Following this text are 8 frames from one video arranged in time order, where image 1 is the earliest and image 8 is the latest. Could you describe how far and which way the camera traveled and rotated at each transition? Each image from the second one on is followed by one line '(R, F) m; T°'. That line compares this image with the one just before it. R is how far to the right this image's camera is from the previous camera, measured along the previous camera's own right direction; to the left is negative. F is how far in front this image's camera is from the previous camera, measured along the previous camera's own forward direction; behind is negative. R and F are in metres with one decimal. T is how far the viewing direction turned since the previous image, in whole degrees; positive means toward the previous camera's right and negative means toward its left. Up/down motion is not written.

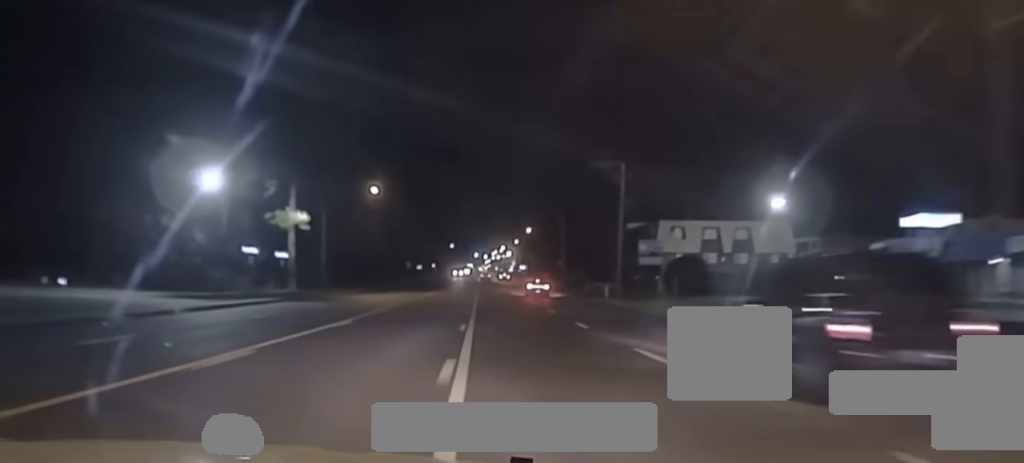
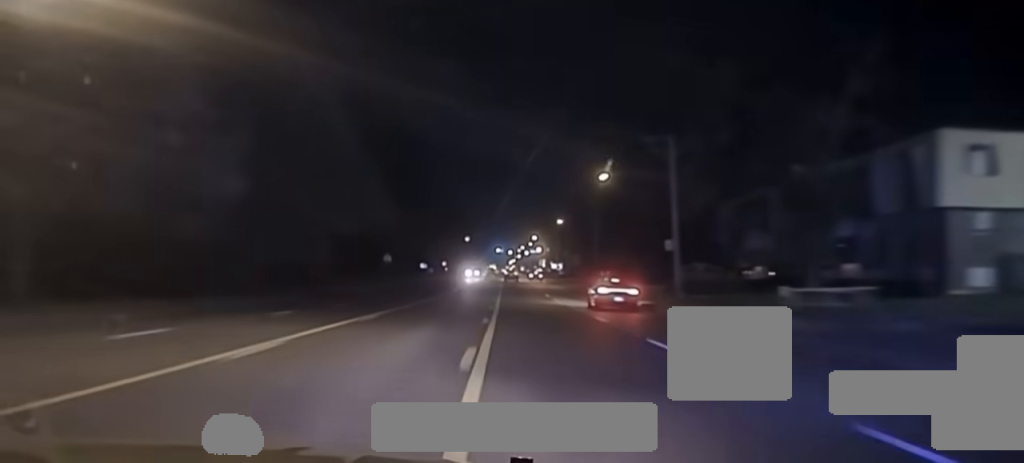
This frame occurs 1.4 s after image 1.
(-0.7, +62.6) m; -1°
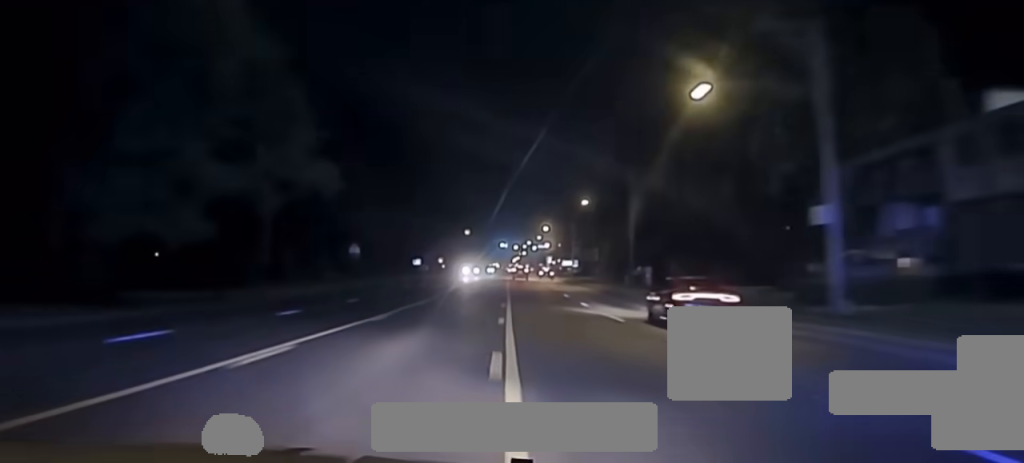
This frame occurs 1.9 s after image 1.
(-0.1, +25.3) m; 0°
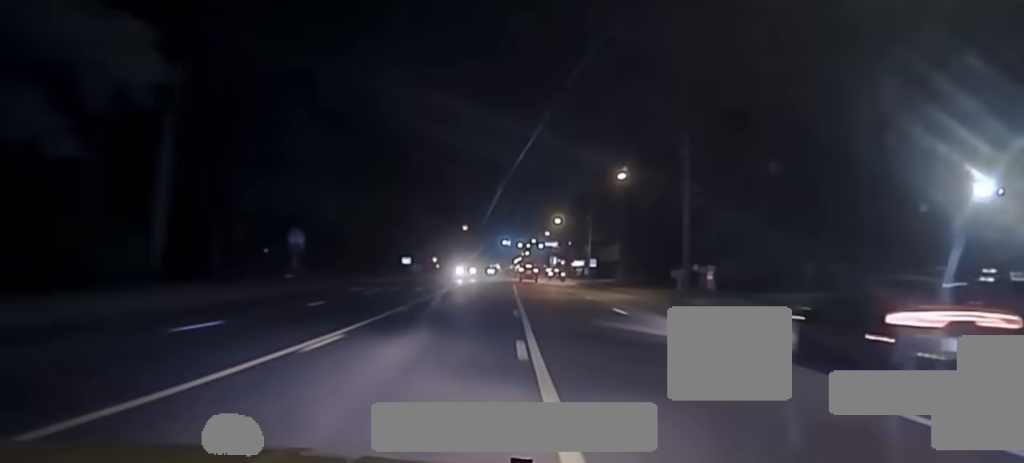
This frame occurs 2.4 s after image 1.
(0.0, +20.0) m; 0°
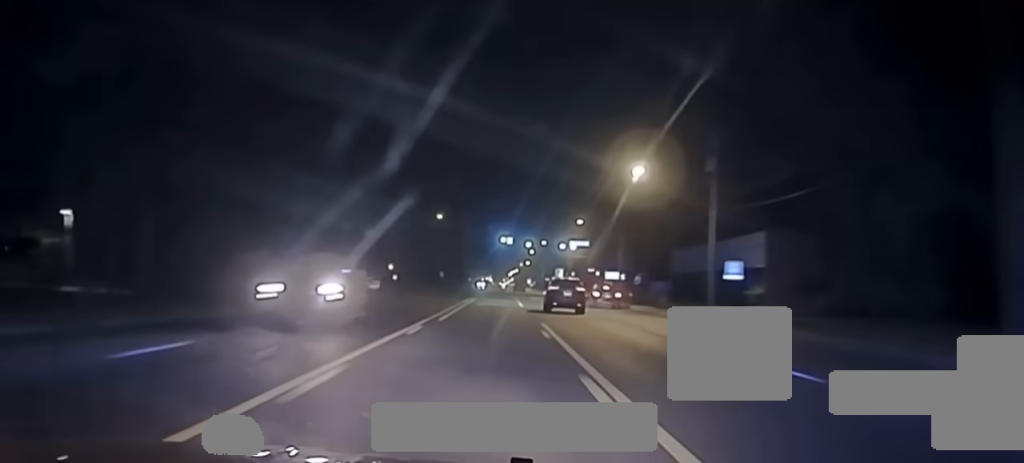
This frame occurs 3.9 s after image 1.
(+0.3, +59.0) m; +1°
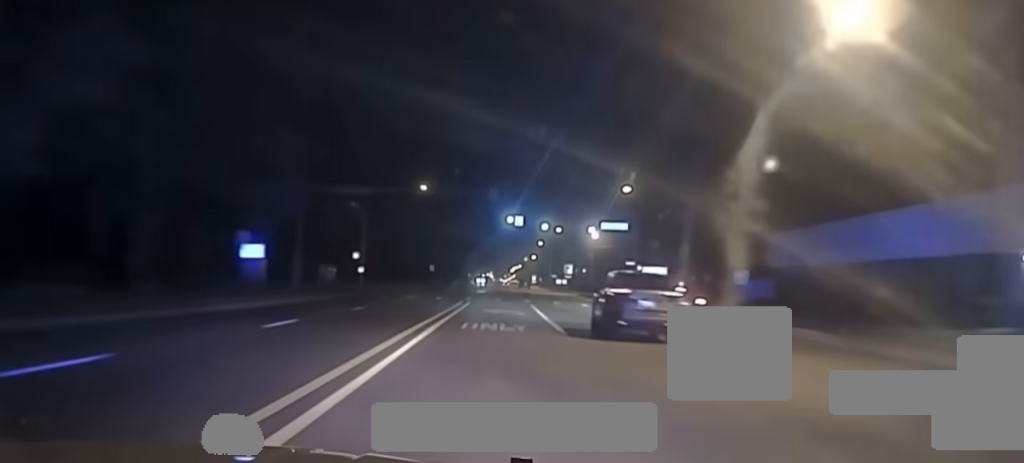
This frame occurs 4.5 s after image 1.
(0.0, +25.3) m; 0°
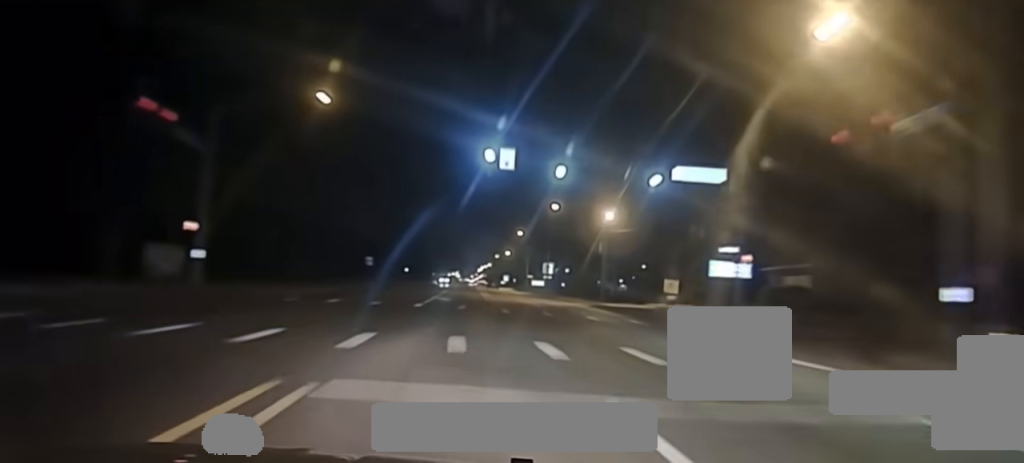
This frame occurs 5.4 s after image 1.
(0.0, +39.2) m; 0°
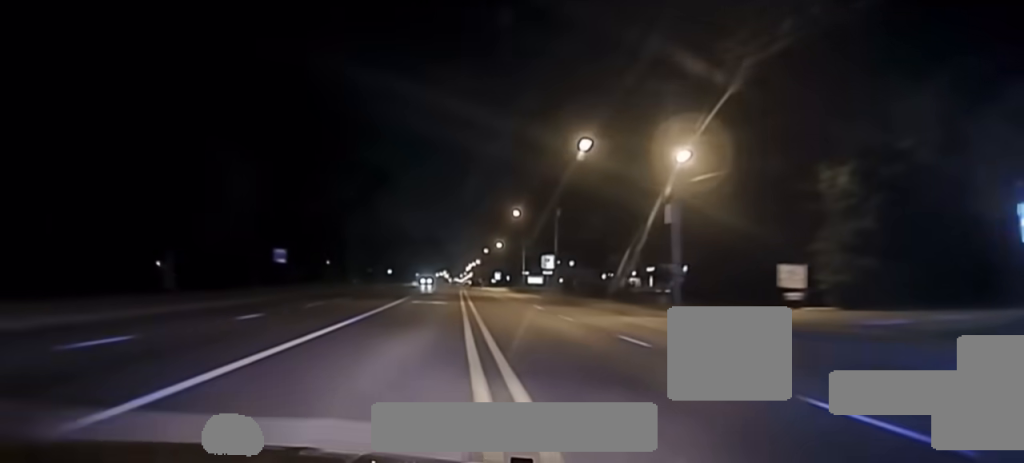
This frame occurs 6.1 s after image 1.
(-0.1, +36.5) m; +1°
